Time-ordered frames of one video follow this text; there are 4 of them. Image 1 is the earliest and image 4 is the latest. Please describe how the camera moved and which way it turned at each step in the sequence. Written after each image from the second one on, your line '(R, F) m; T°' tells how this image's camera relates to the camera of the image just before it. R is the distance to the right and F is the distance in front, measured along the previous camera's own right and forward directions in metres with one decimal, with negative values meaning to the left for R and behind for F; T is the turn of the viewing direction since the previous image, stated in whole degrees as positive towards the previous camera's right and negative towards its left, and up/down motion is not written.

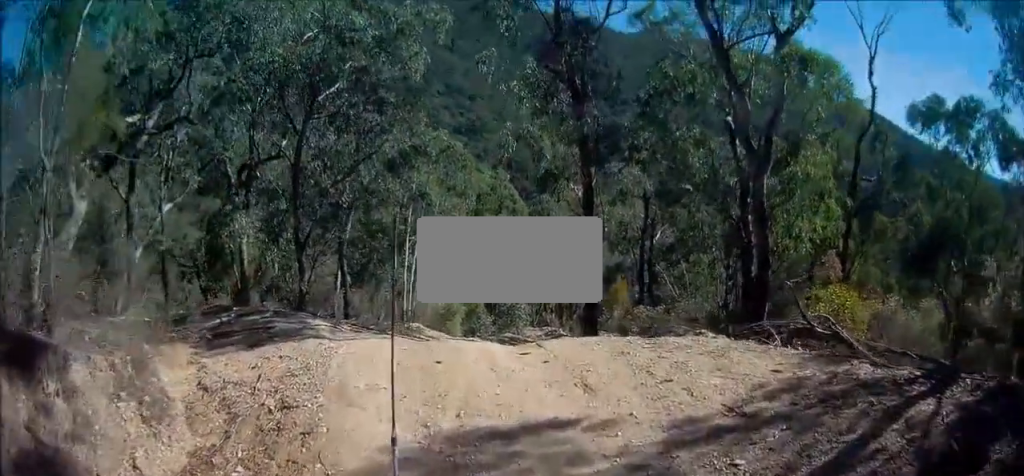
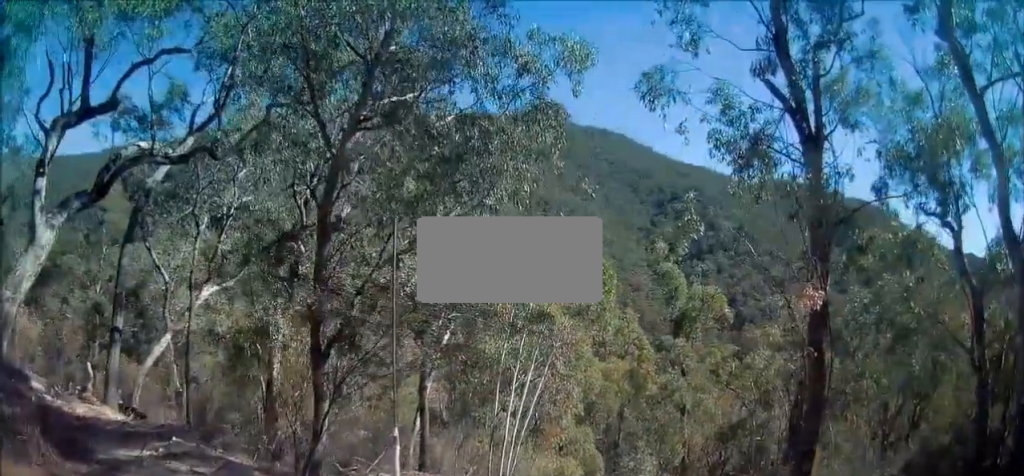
(+0.1, +6.5) m; 0°
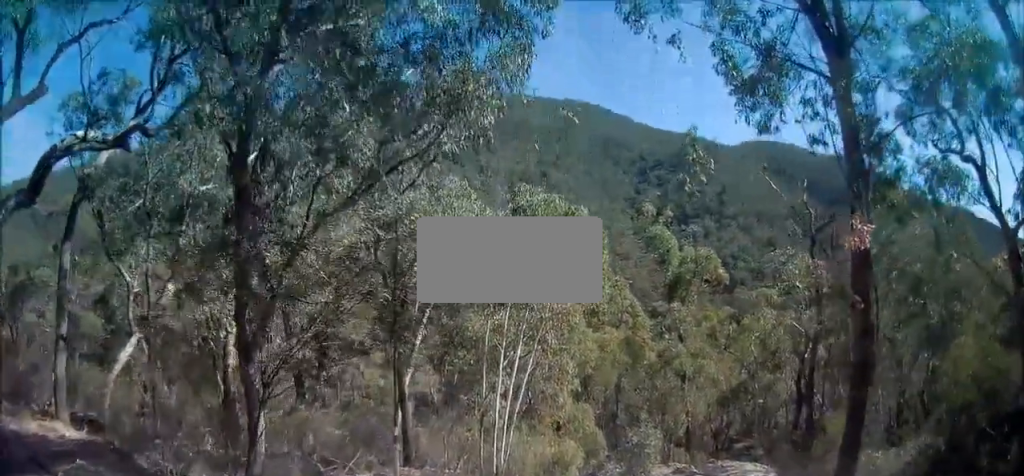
(-0.1, +2.0) m; +2°
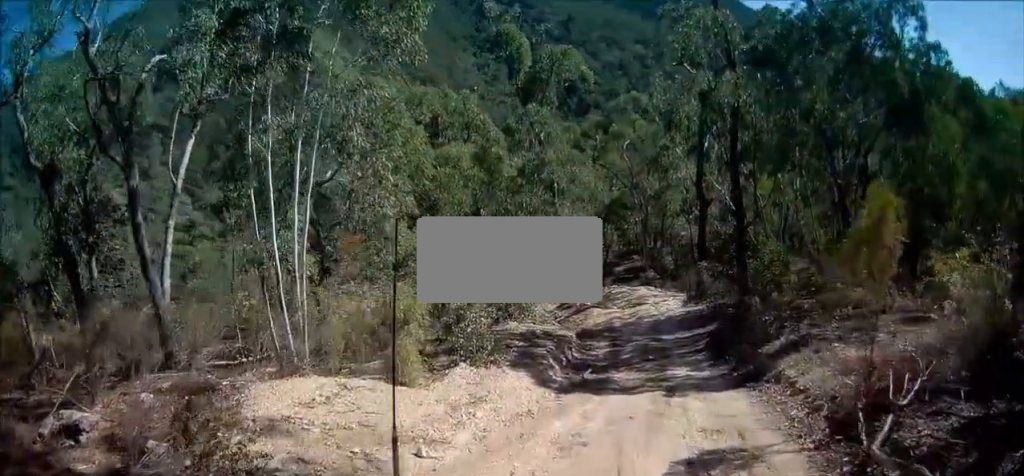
(+1.0, +6.4) m; +20°
